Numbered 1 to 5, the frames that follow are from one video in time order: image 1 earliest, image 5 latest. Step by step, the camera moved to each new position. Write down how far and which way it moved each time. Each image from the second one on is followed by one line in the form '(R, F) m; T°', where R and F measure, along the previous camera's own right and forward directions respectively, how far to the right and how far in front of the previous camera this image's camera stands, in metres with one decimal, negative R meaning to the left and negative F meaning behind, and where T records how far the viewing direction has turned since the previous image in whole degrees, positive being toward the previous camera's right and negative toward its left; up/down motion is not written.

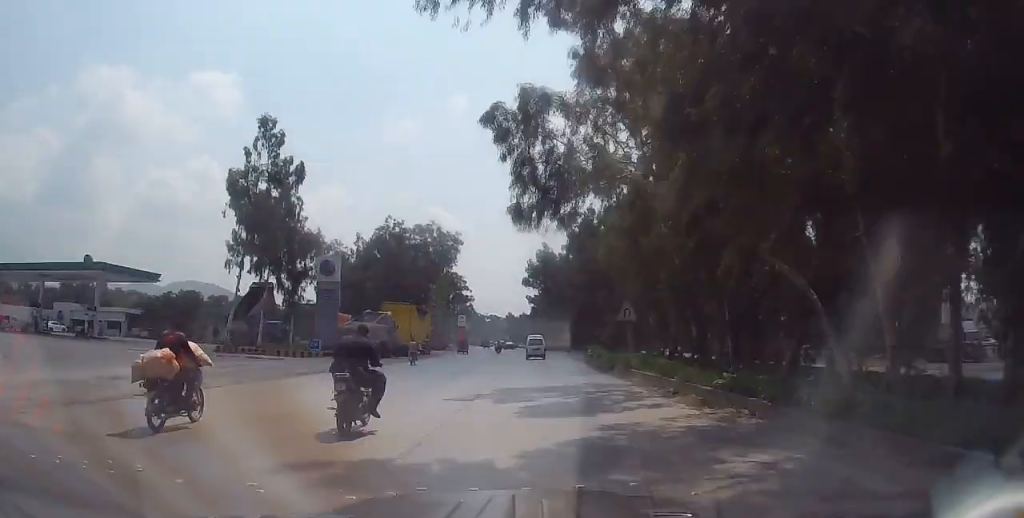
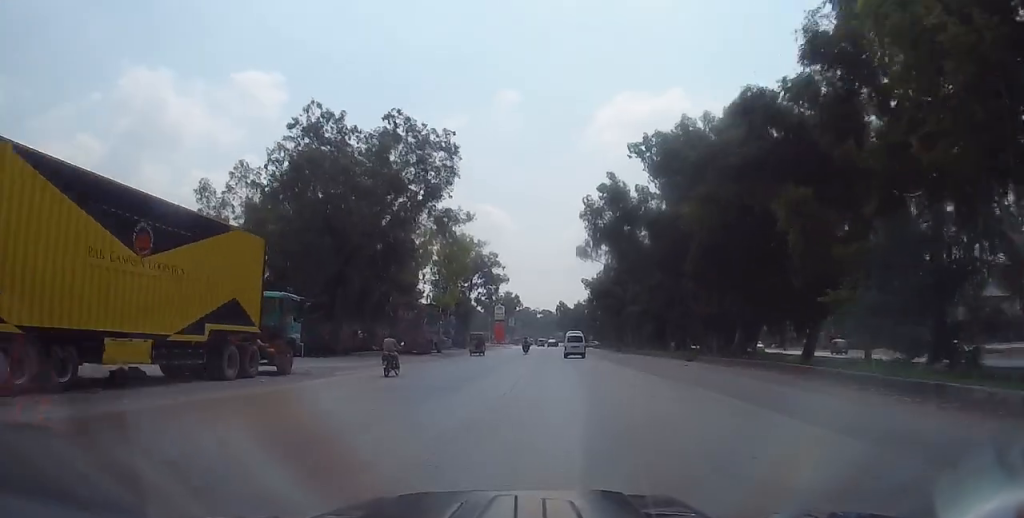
(-0.6, +49.1) m; -3°
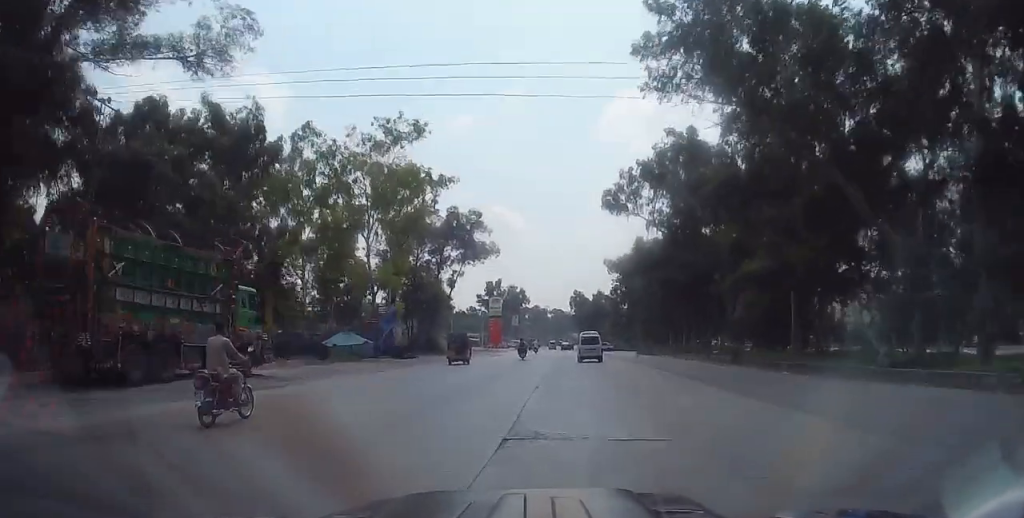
(-1.1, +41.5) m; -1°
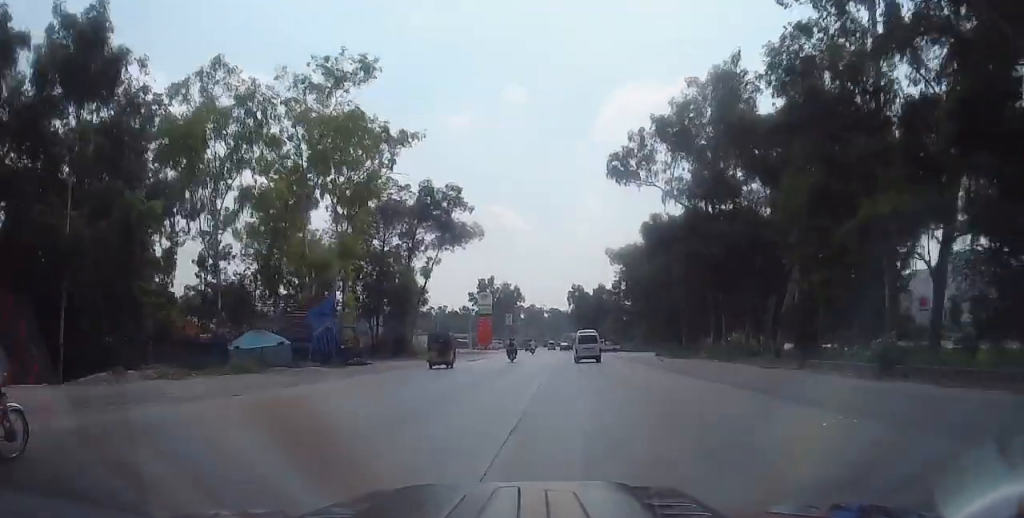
(-0.1, +13.5) m; -1°
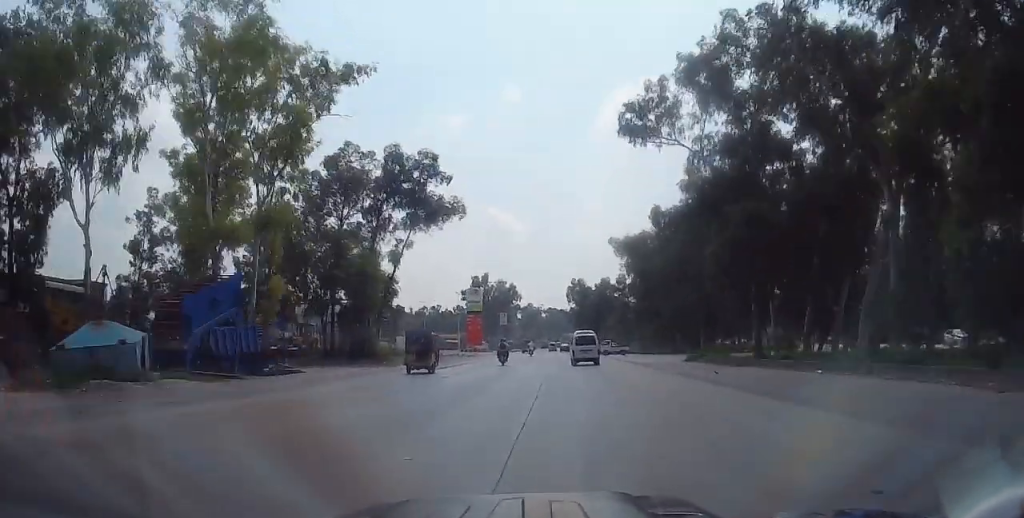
(-0.2, +12.2) m; 0°
